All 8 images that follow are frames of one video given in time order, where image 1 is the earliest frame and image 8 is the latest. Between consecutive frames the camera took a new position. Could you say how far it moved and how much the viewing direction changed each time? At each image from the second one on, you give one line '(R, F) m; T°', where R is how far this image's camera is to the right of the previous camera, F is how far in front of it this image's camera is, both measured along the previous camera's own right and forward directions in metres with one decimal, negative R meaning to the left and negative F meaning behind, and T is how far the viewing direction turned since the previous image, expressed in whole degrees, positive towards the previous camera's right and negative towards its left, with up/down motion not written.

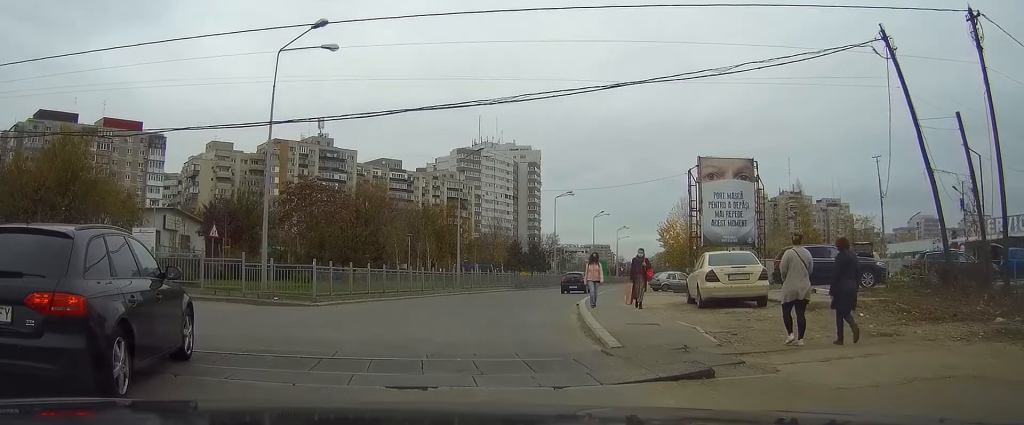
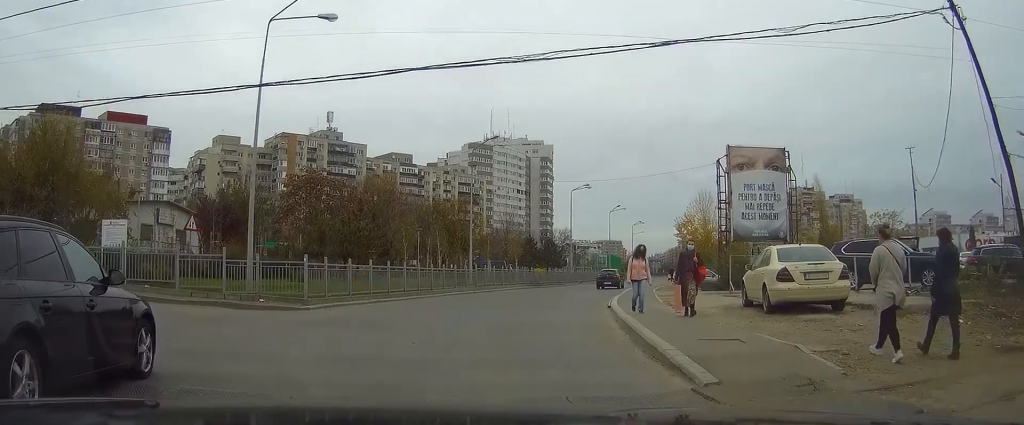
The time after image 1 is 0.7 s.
(0.0, +3.8) m; 0°
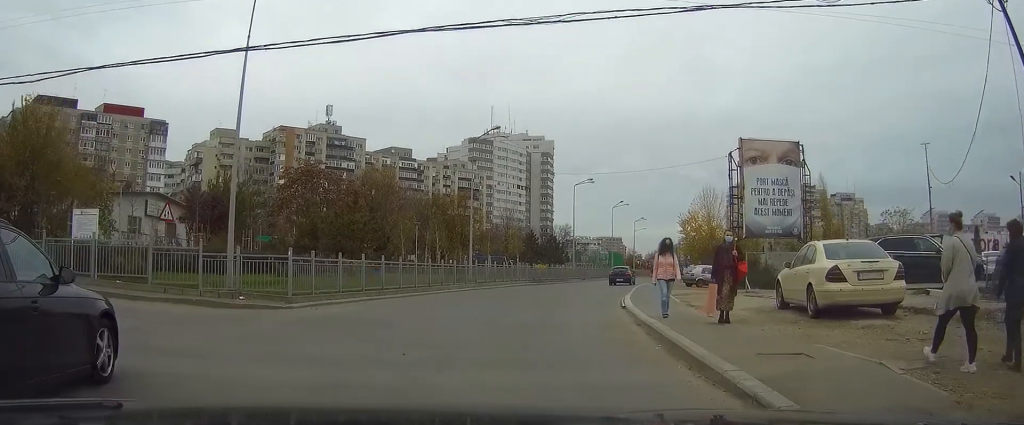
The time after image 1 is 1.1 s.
(0.0, +2.1) m; 0°
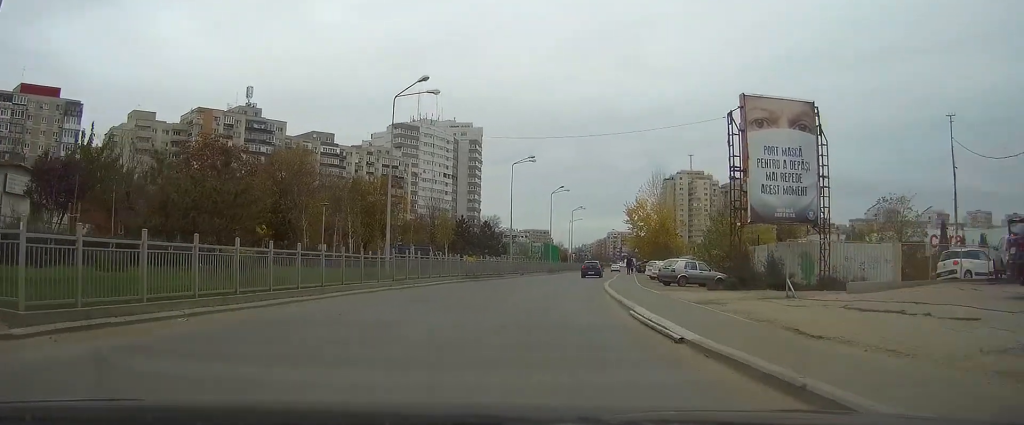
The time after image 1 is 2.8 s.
(+0.5, +10.8) m; +6°
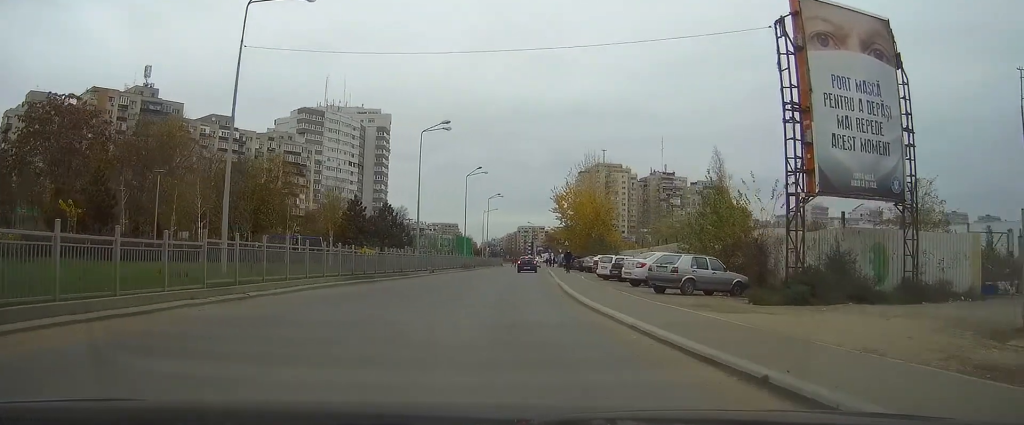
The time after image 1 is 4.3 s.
(+0.8, +13.1) m; +6°
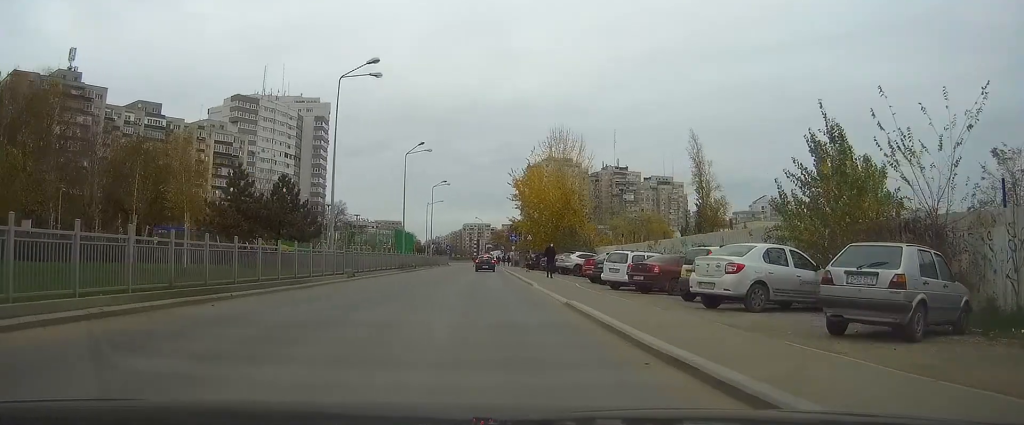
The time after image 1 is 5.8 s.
(+0.6, +15.3) m; +4°
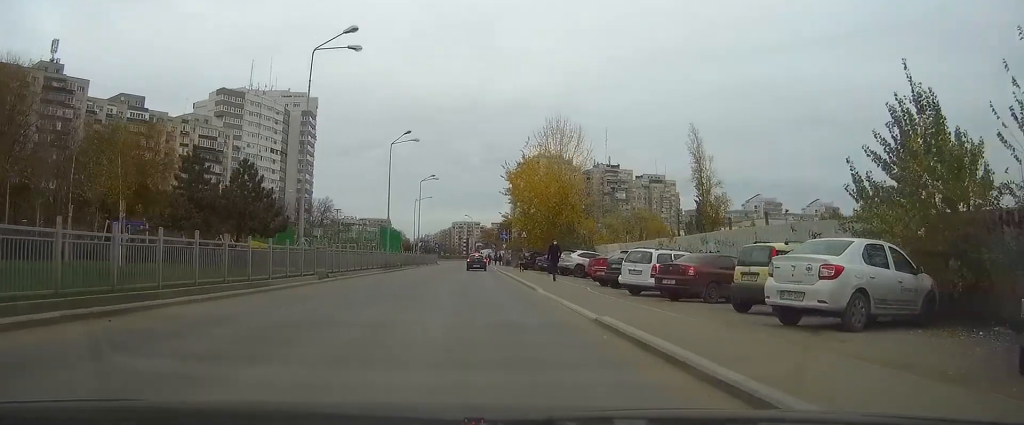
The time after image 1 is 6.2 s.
(0.0, +4.8) m; +1°
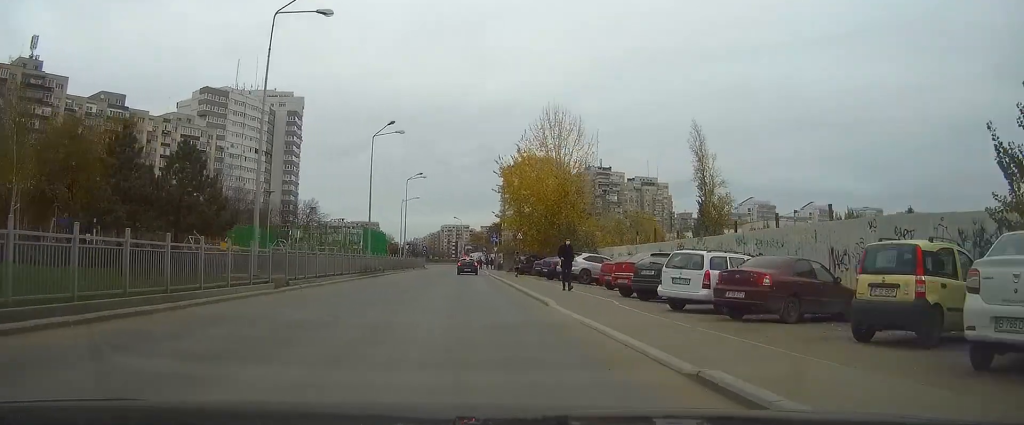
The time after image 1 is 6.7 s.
(+0.1, +5.7) m; +1°
